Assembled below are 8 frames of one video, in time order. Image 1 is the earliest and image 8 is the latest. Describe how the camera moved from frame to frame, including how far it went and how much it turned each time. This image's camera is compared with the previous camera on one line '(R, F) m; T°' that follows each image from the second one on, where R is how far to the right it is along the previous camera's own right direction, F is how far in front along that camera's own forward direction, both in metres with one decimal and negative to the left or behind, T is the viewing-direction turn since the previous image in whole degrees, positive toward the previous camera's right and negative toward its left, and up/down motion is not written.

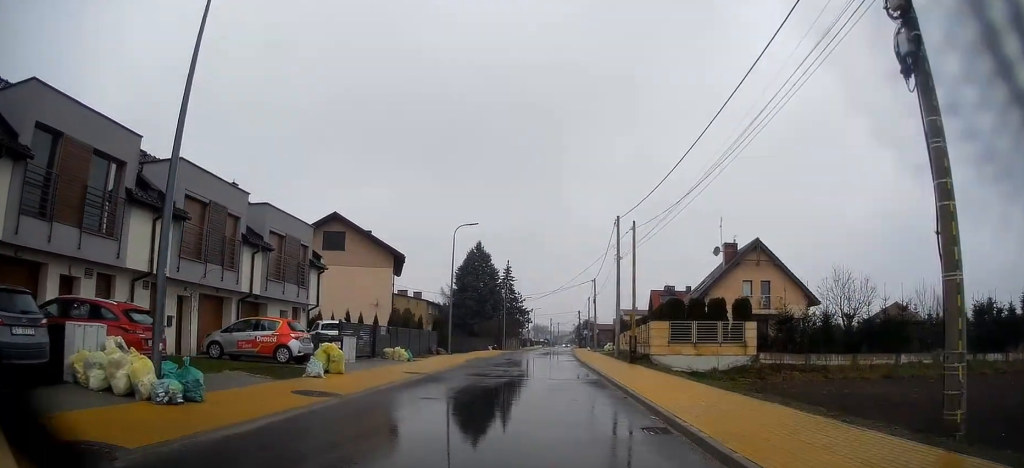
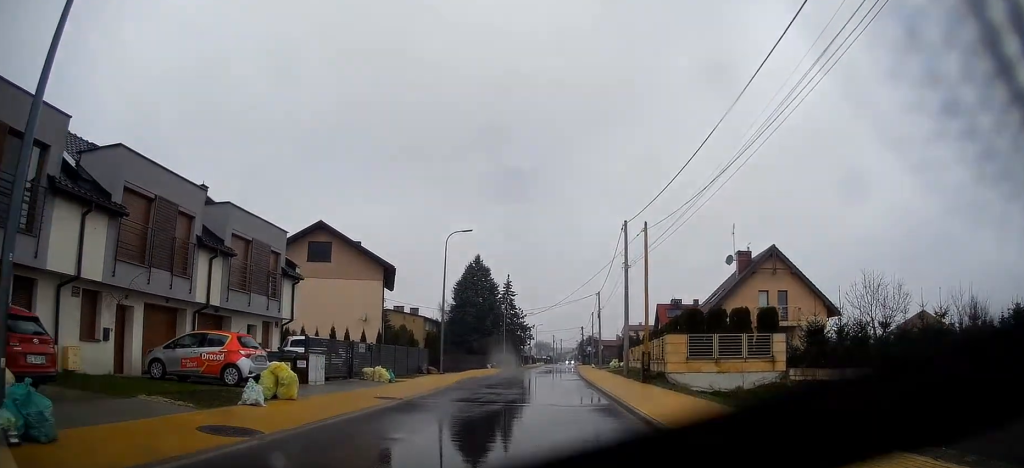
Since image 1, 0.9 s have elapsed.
(+0.2, +3.7) m; -1°
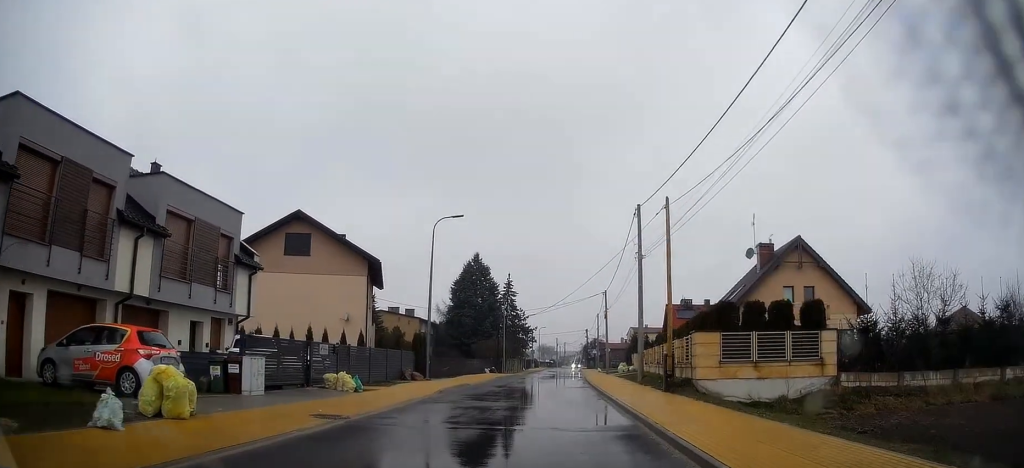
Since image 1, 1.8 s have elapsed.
(-0.2, +4.4) m; -3°
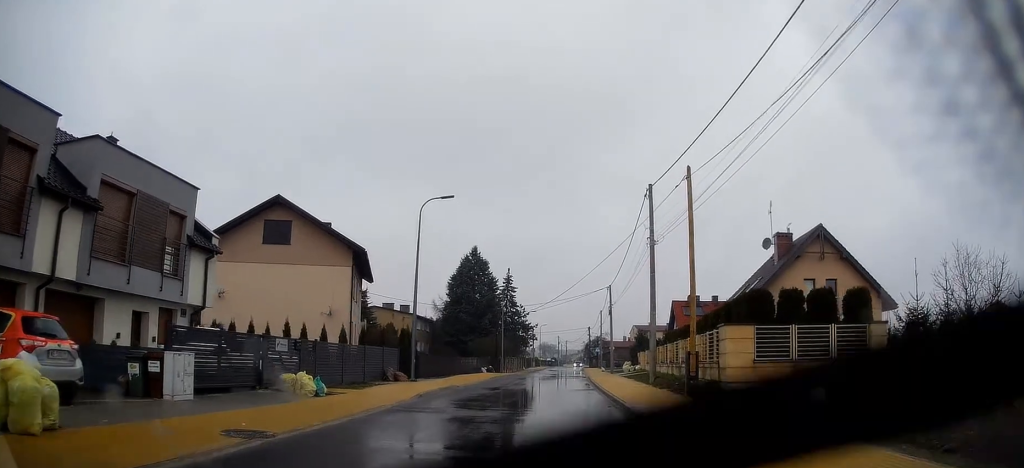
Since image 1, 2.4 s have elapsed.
(-0.1, +3.0) m; -1°
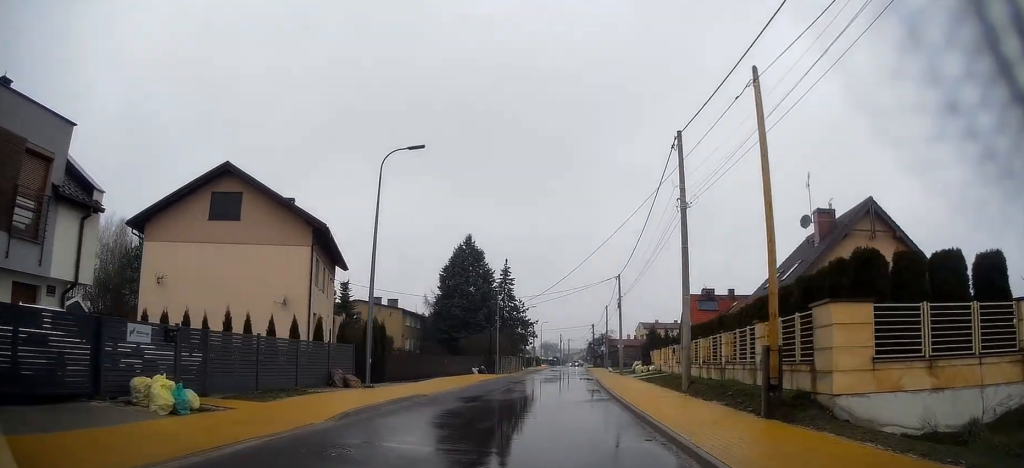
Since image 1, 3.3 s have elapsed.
(+0.1, +5.7) m; 0°
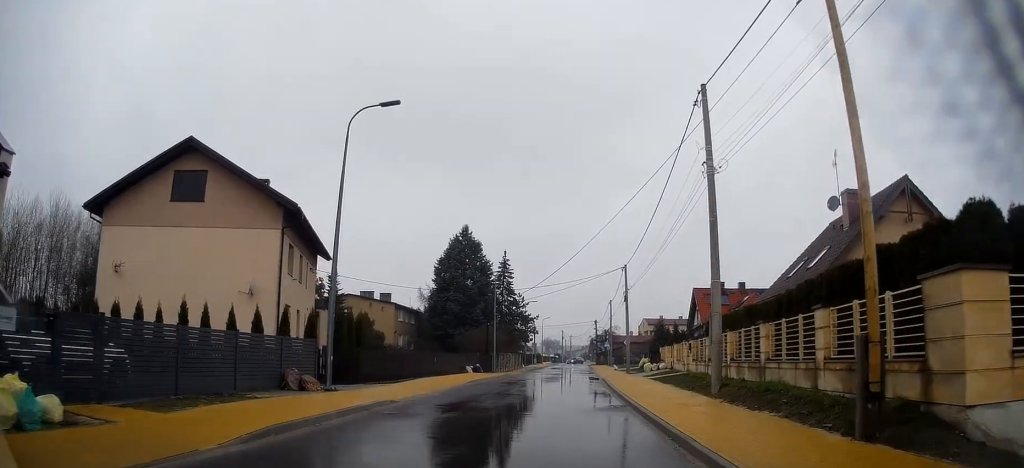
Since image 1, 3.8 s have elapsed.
(-0.1, +3.3) m; +1°
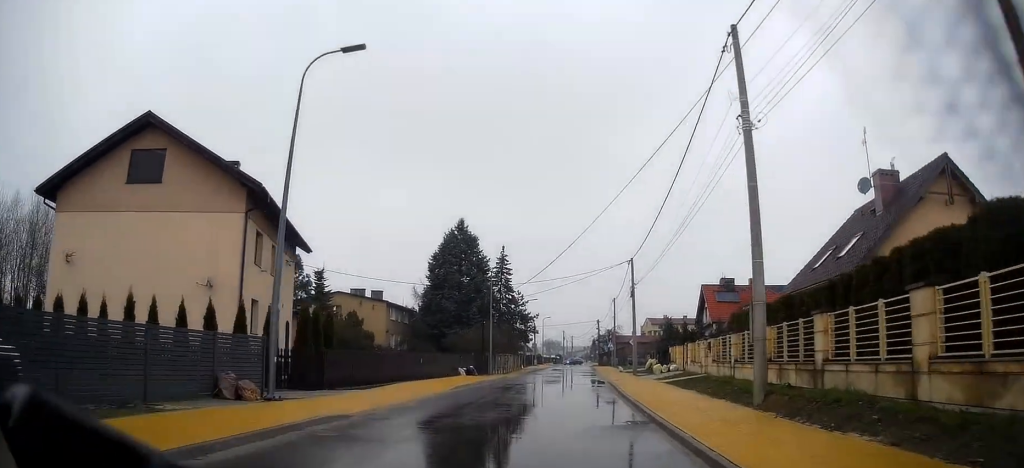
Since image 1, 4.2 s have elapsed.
(-0.1, +3.1) m; +1°
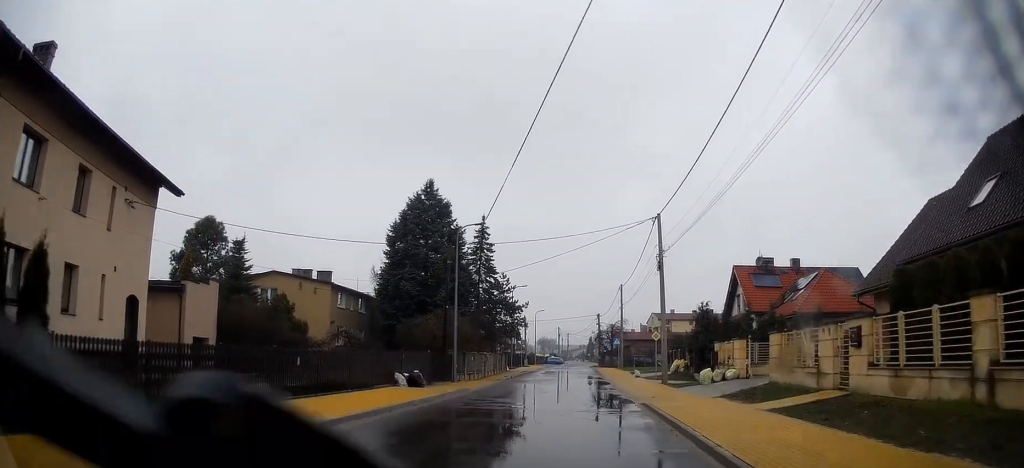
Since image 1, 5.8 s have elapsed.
(+0.4, +13.0) m; +1°
